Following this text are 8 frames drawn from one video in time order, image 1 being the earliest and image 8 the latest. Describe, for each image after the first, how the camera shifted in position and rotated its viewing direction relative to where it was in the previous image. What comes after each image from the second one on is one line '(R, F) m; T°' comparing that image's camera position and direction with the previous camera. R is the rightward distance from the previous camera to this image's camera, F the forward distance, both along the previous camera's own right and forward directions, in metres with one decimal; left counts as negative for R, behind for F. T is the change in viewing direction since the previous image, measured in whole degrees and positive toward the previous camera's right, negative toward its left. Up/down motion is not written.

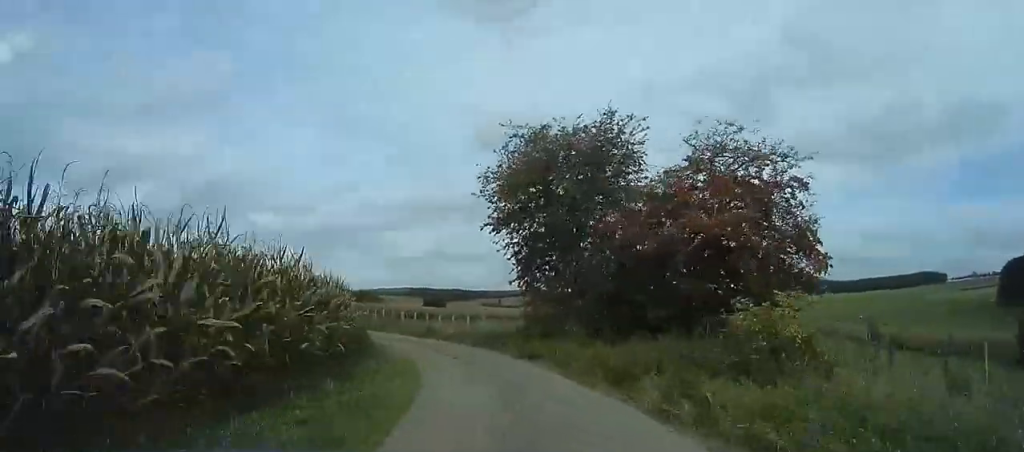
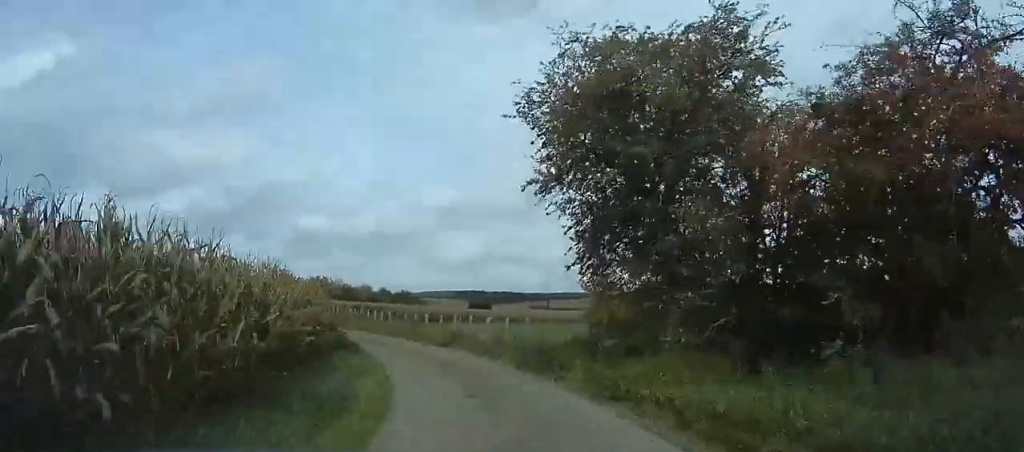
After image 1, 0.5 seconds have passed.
(-0.1, +6.6) m; -1°
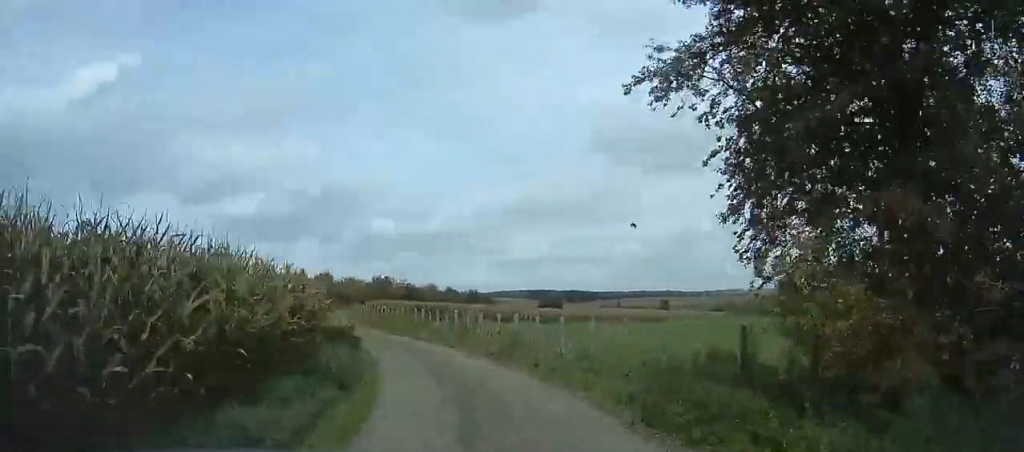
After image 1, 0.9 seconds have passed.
(0.0, +6.0) m; 0°
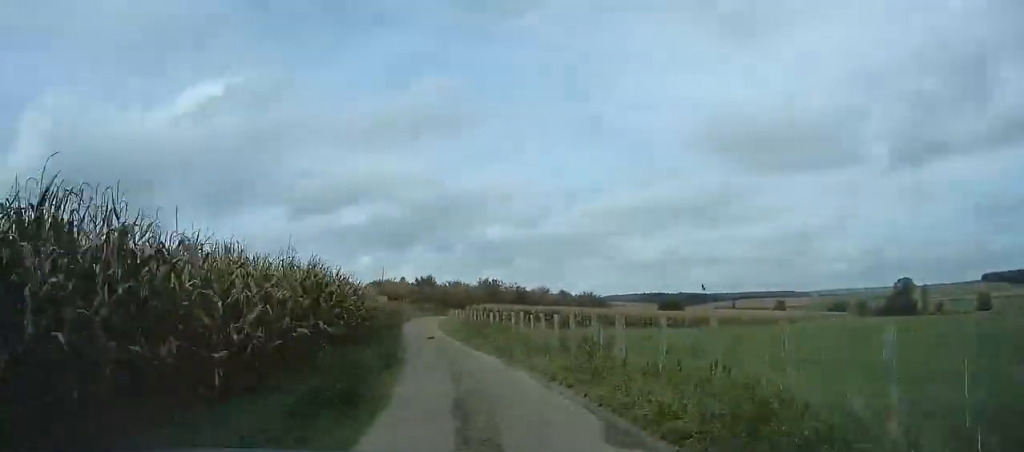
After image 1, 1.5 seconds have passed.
(-0.1, +8.6) m; -7°
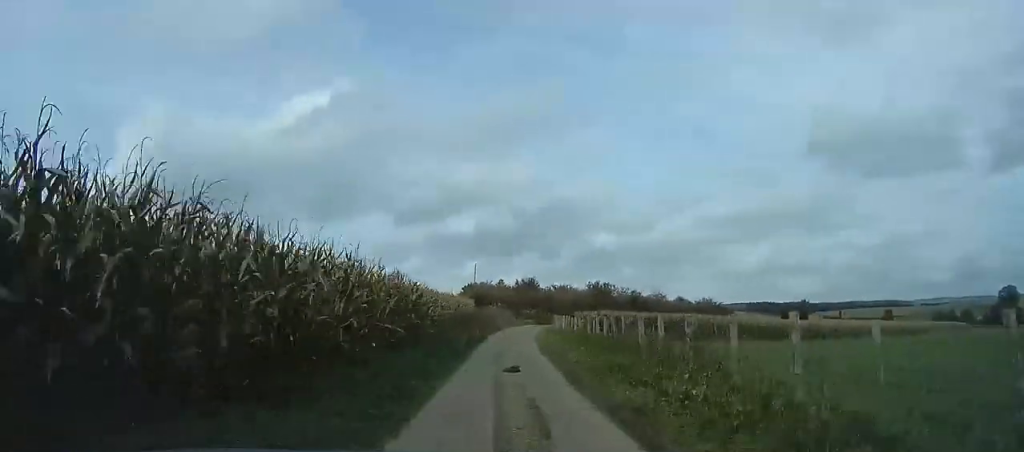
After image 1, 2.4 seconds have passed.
(-0.7, +11.4) m; -16°
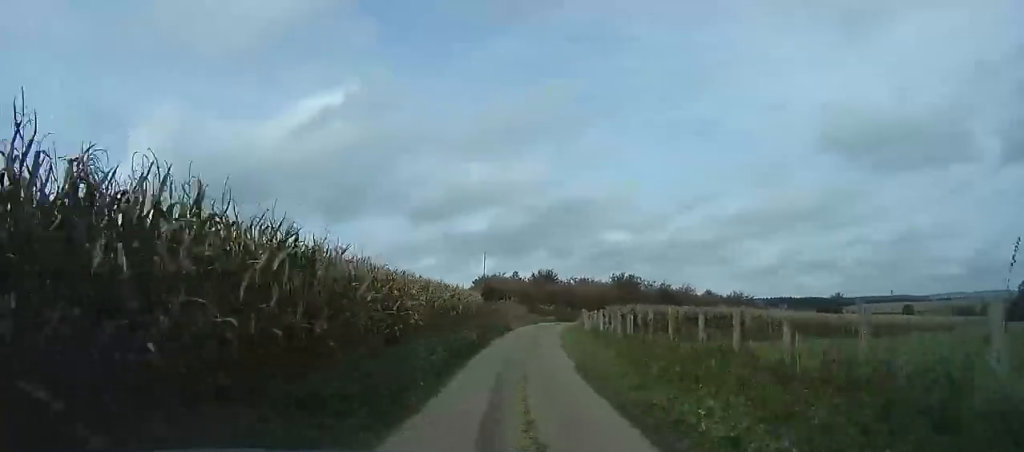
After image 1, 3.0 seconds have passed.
(-1.6, +7.7) m; -11°
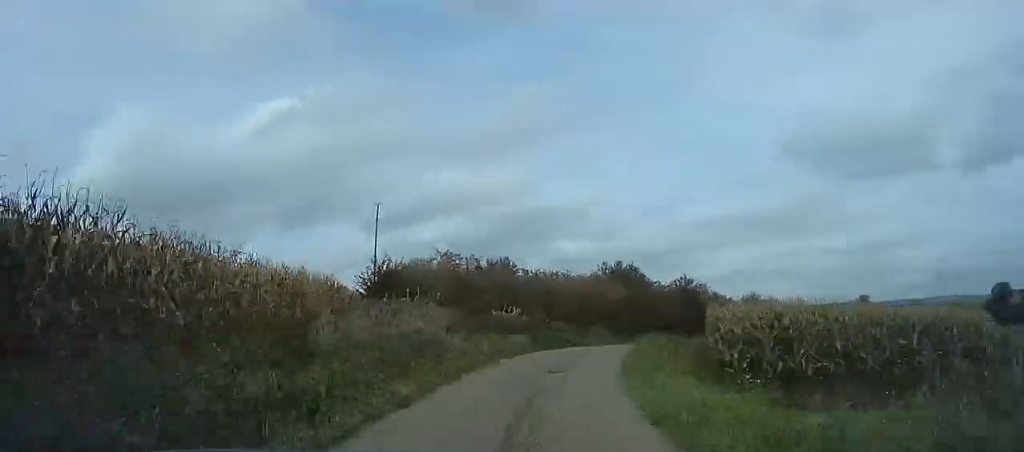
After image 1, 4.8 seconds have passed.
(-1.0, +25.8) m; +3°
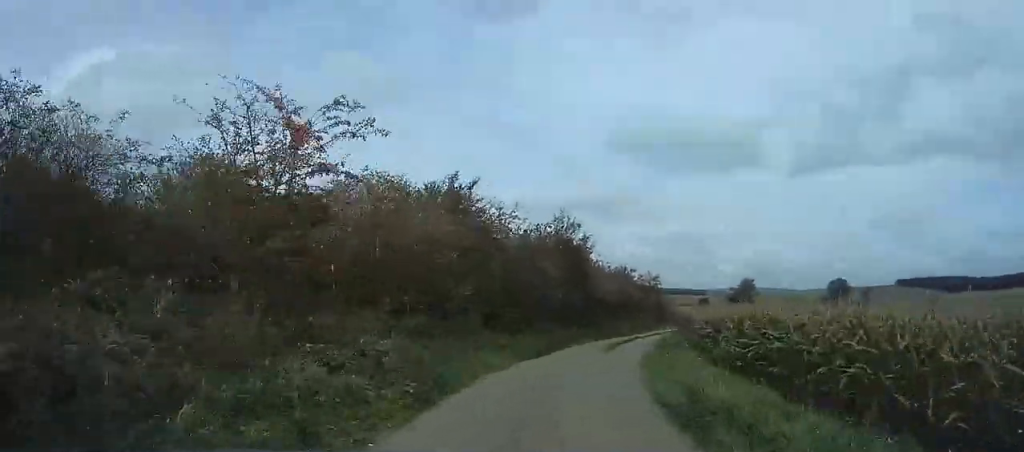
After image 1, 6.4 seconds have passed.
(+3.2, +23.0) m; +23°
